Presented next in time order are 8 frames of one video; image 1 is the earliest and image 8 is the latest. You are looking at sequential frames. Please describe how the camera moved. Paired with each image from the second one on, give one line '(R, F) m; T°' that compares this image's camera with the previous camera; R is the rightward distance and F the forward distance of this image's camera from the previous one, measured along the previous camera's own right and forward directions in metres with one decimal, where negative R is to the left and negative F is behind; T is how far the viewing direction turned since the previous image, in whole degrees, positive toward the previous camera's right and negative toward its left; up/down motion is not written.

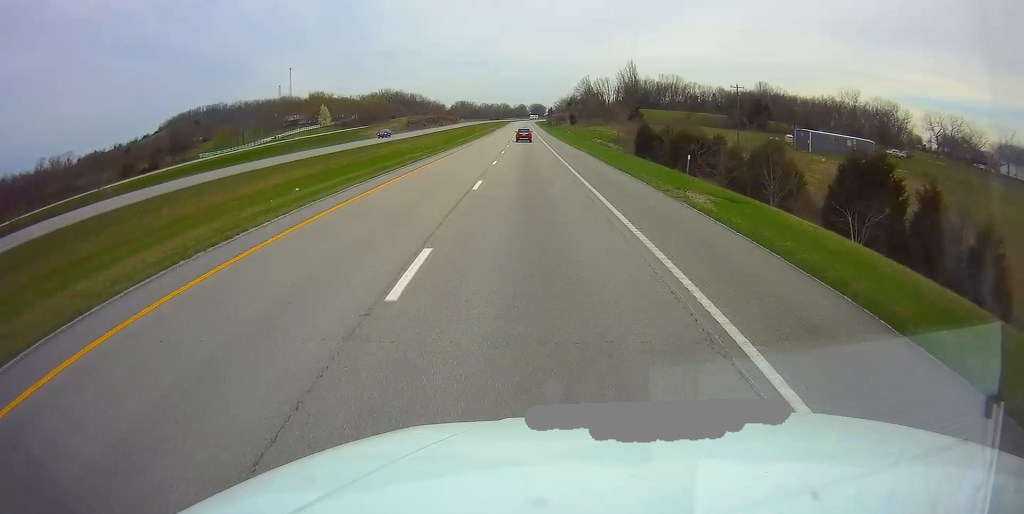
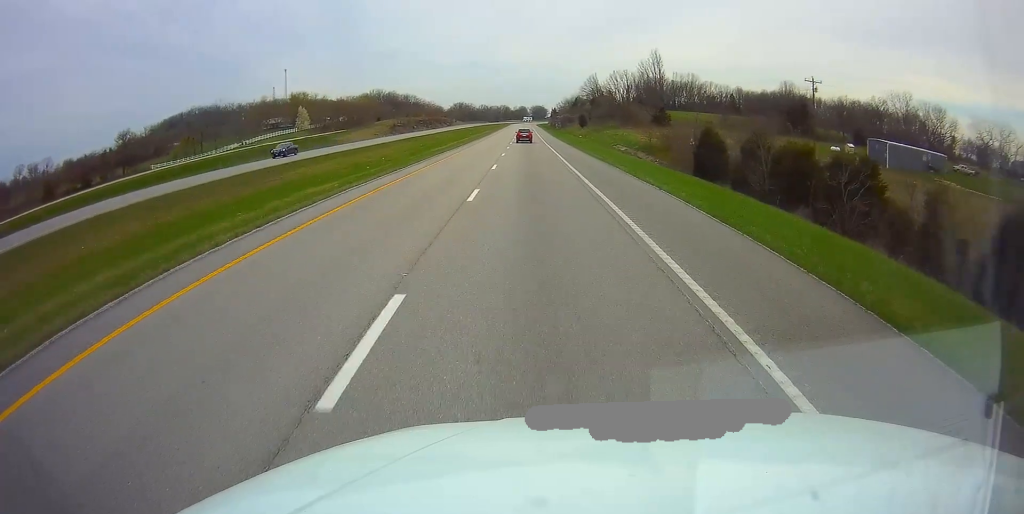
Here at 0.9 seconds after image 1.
(-0.1, +27.1) m; 0°
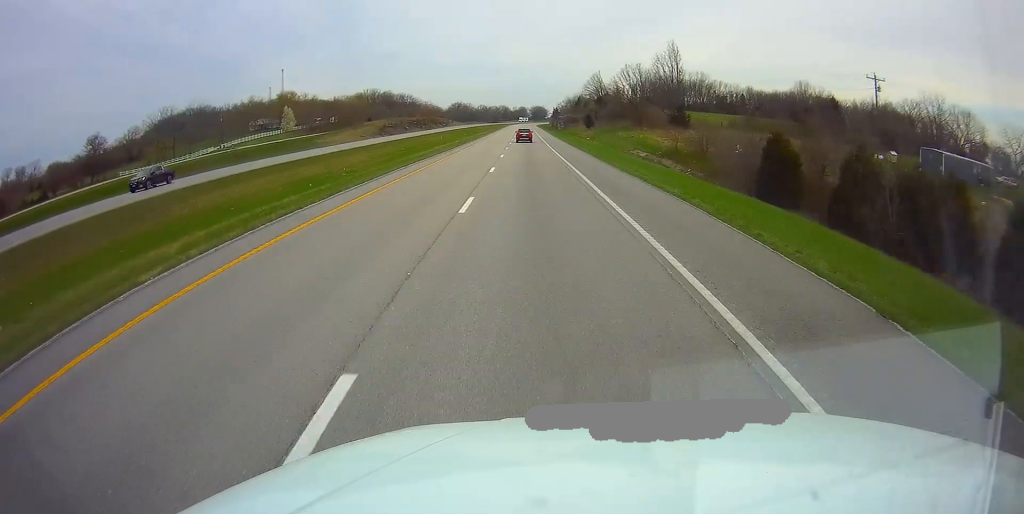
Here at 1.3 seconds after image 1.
(+0.1, +14.6) m; 0°
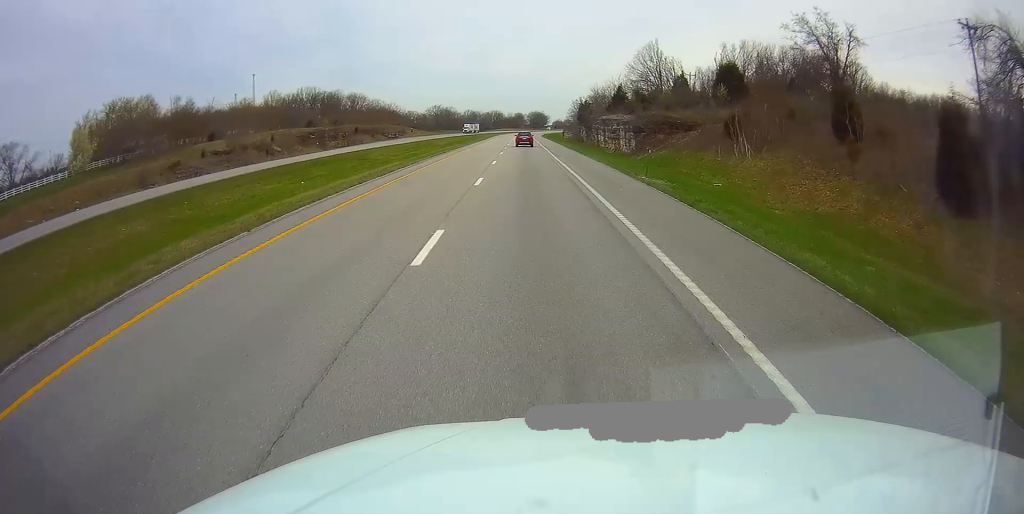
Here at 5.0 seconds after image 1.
(+0.3, +114.9) m; 0°
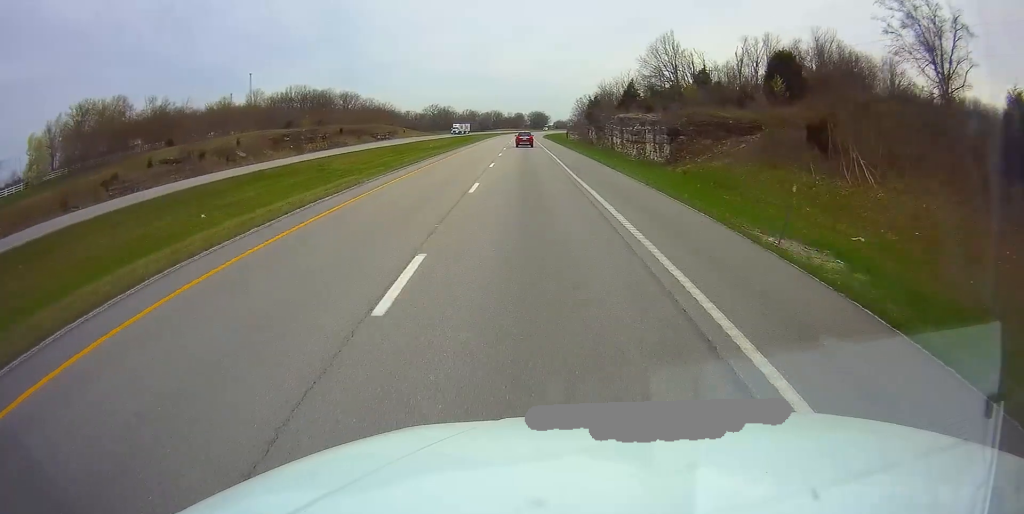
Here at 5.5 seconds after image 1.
(+0.1, +14.4) m; 0°
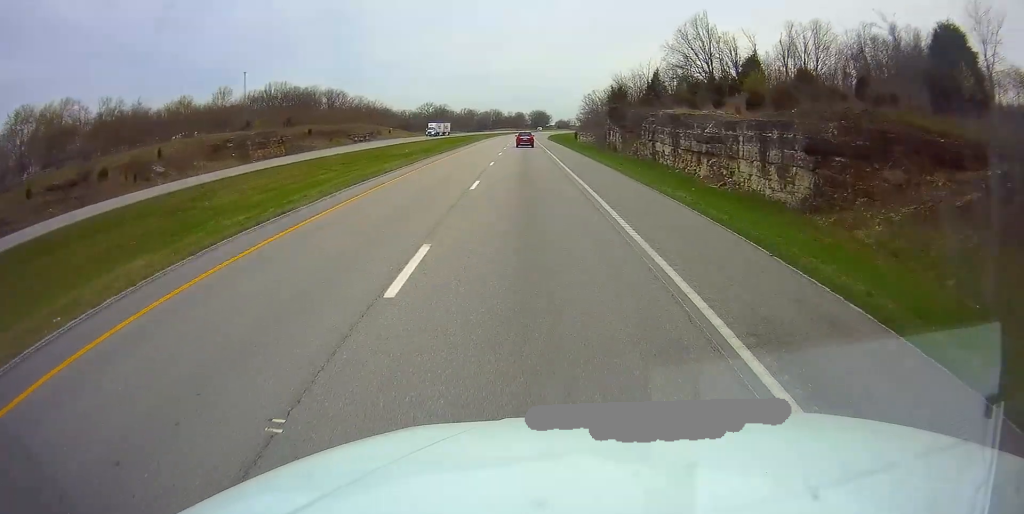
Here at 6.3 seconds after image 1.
(-0.2, +23.7) m; 0°
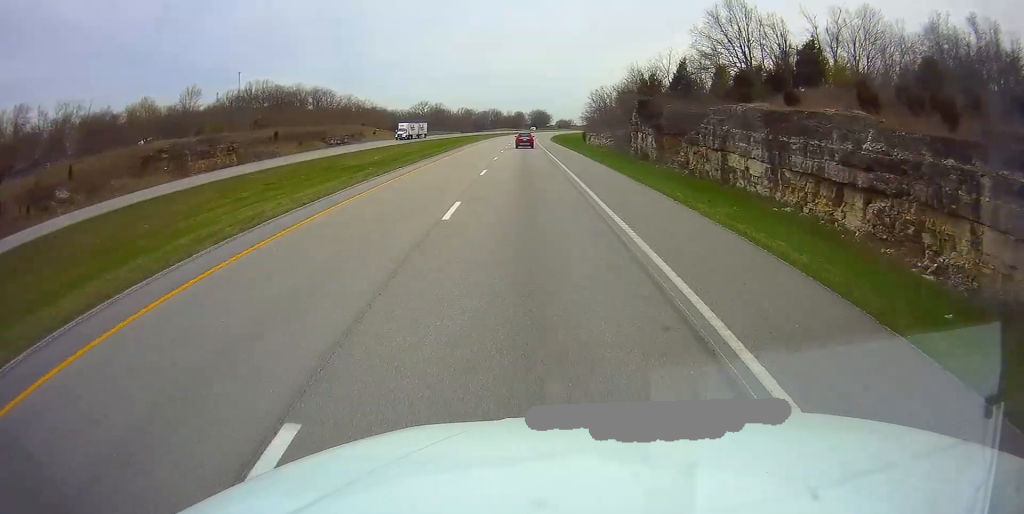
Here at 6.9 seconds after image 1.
(0.0, +18.6) m; 0°
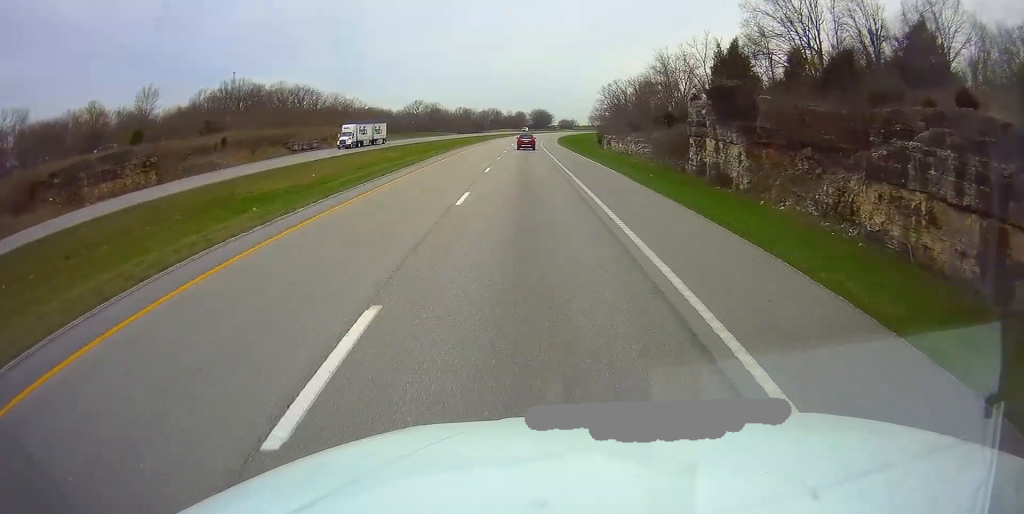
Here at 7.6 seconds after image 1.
(+0.1, +21.7) m; 0°
